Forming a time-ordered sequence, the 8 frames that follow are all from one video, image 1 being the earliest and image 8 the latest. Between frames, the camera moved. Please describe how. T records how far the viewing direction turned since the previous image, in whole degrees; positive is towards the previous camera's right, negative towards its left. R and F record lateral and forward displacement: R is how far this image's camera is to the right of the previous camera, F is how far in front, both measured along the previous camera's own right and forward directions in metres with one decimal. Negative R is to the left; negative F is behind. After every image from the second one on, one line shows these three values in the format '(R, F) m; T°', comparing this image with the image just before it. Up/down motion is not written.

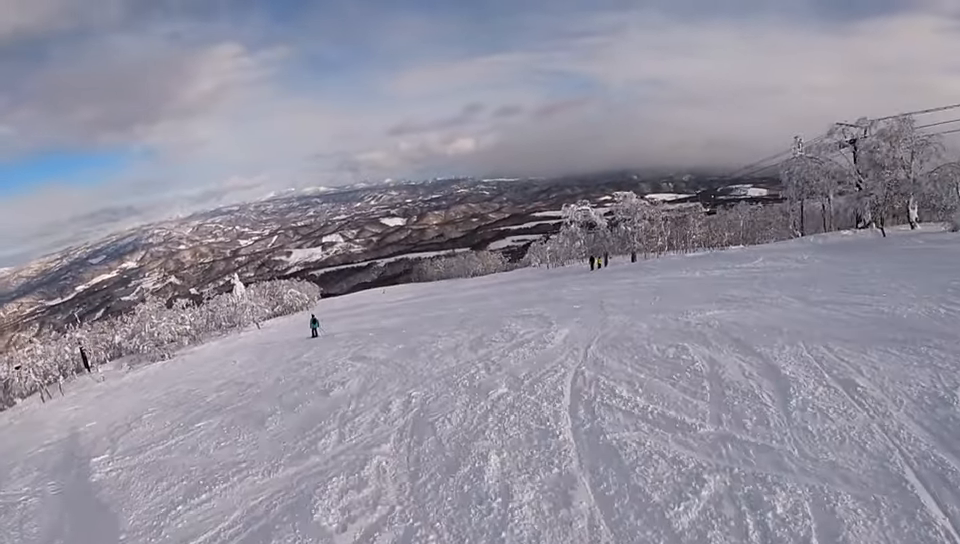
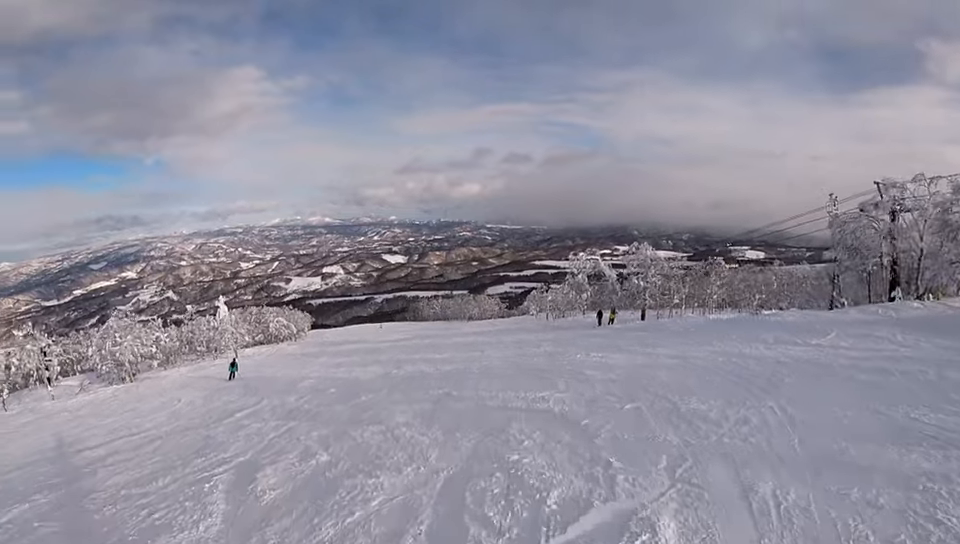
(+1.2, +6.0) m; -4°
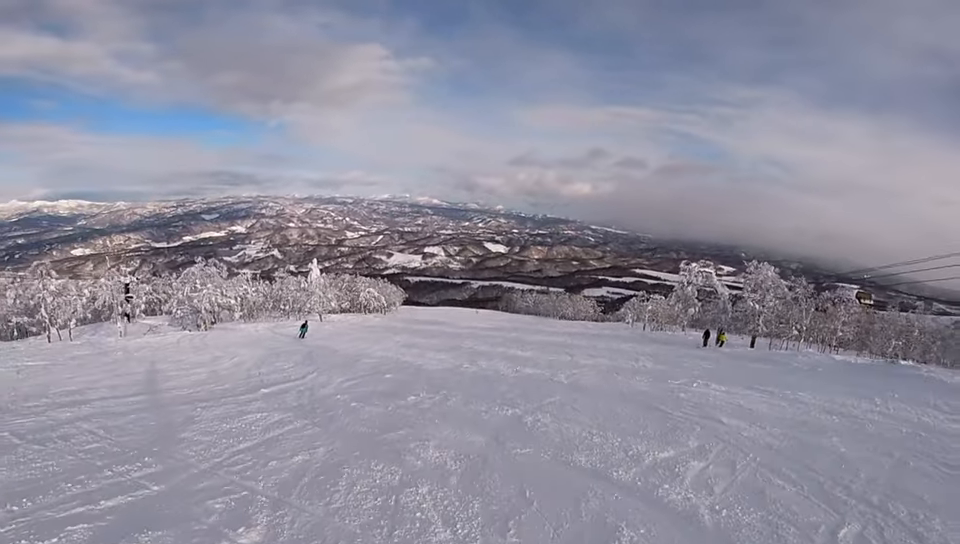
(-0.6, +3.8) m; -9°
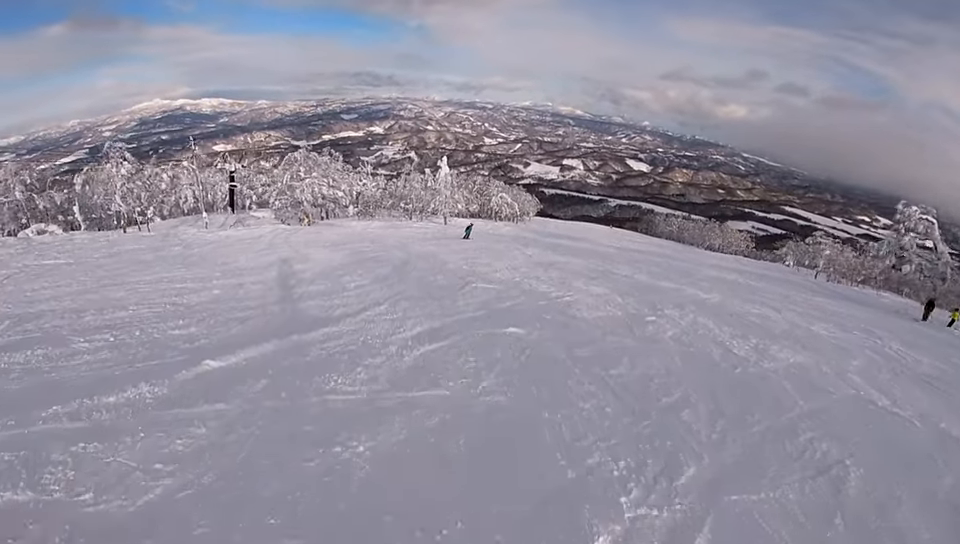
(-1.9, +9.0) m; -7°
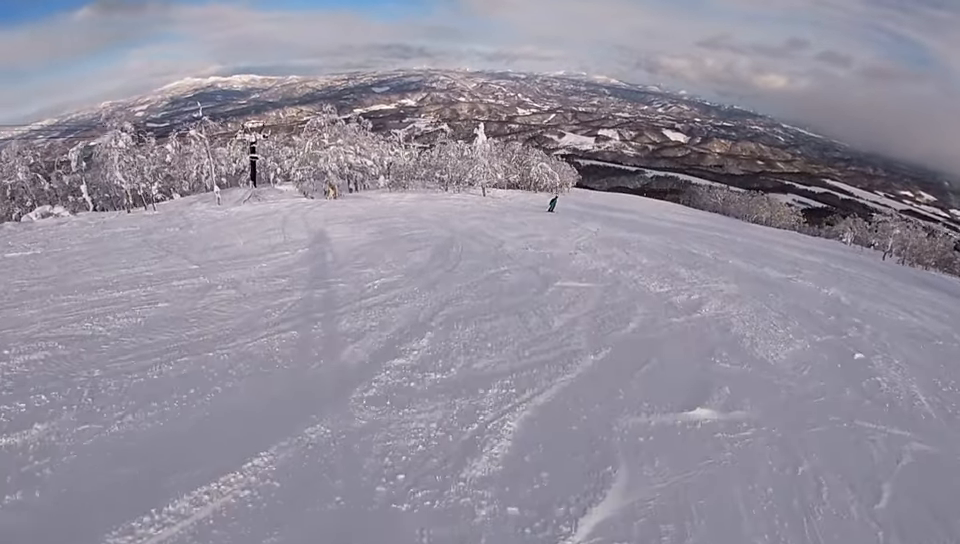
(+0.1, +4.8) m; +8°
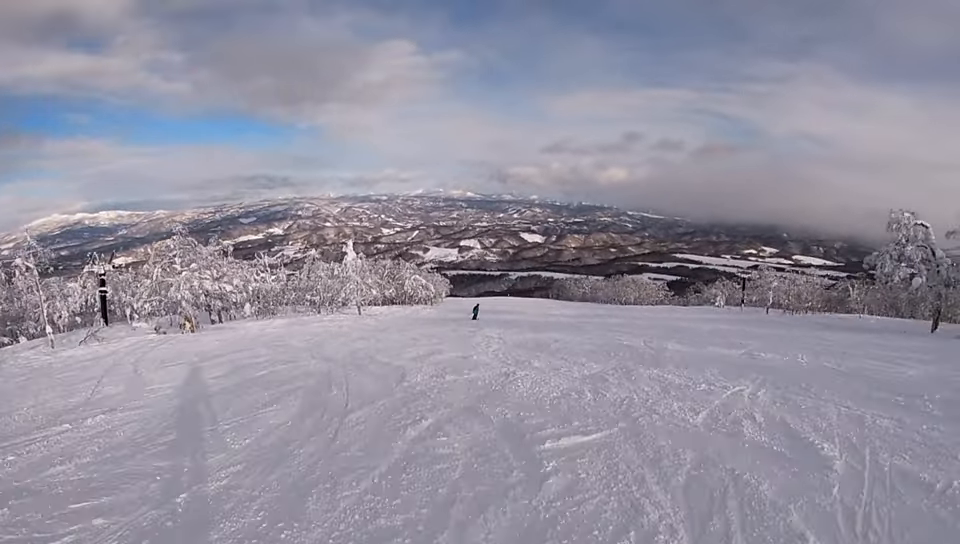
(+0.3, +4.7) m; +12°
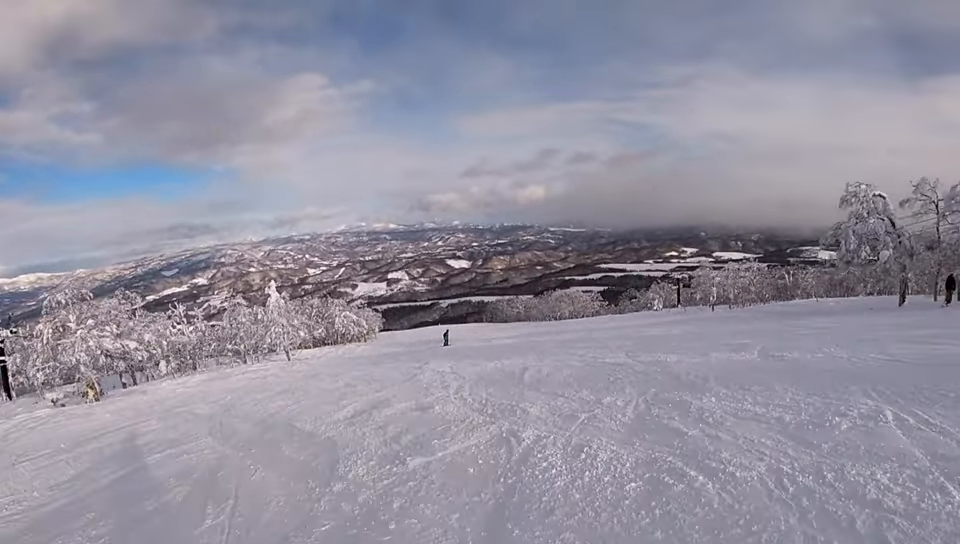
(+0.5, +3.8) m; +7°
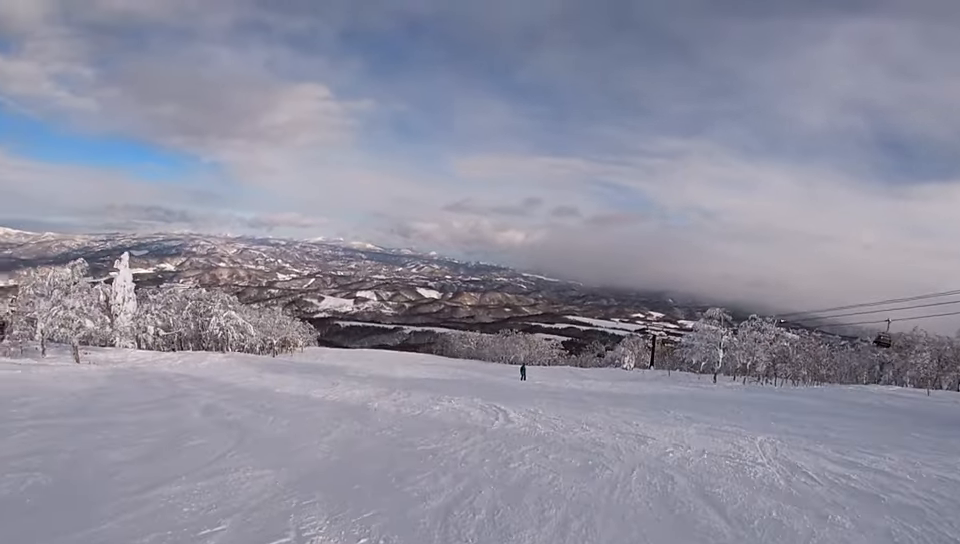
(+5.3, +20.6) m; +9°
